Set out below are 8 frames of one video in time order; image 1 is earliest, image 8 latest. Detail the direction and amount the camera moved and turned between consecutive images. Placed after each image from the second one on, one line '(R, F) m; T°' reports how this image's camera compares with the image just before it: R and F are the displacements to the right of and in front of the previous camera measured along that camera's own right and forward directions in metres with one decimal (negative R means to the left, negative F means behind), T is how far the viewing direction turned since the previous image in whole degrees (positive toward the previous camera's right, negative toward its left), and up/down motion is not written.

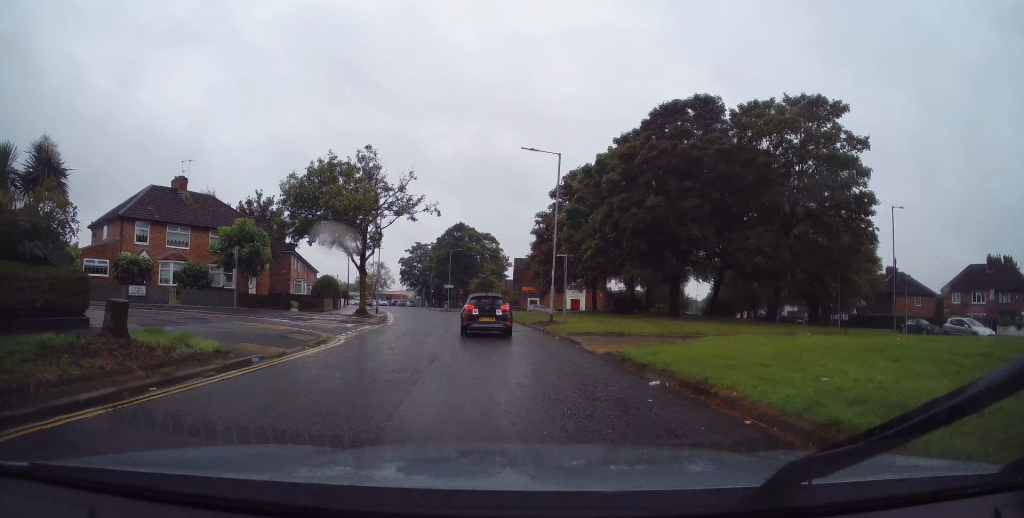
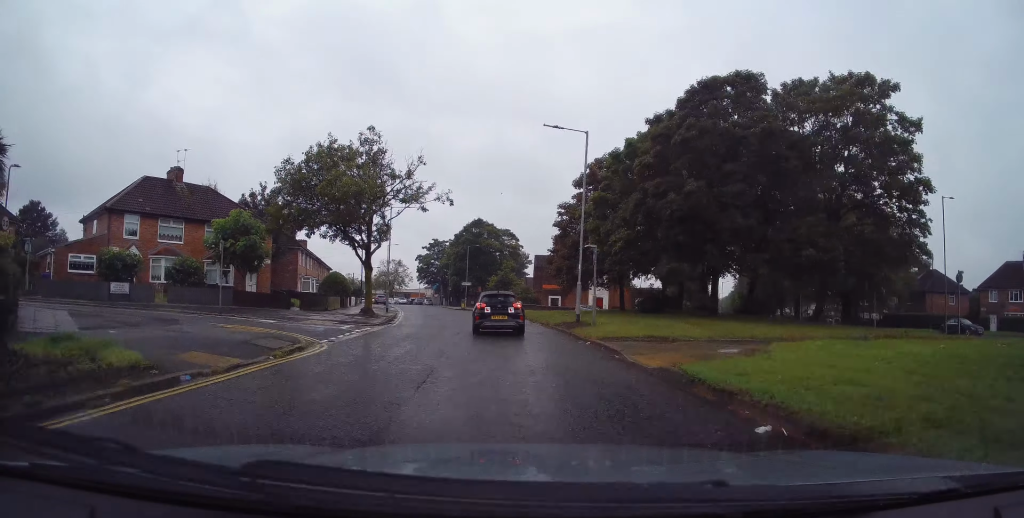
(0.0, +3.2) m; -1°
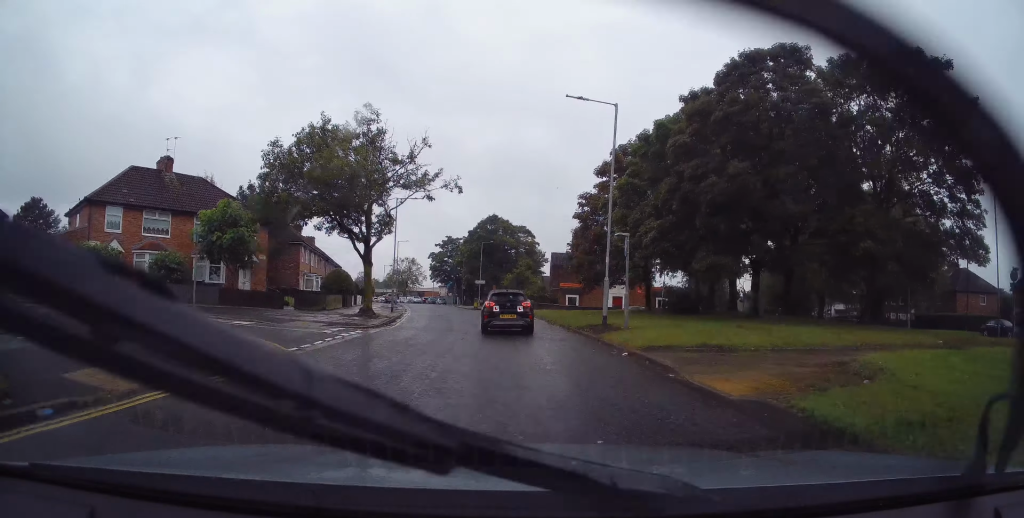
(0.0, +3.2) m; -1°
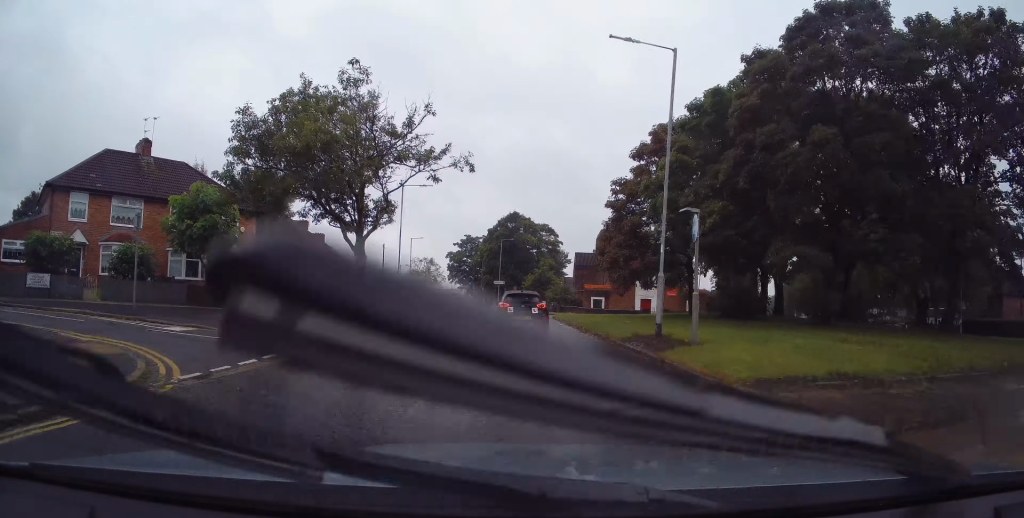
(-0.1, +4.7) m; -4°
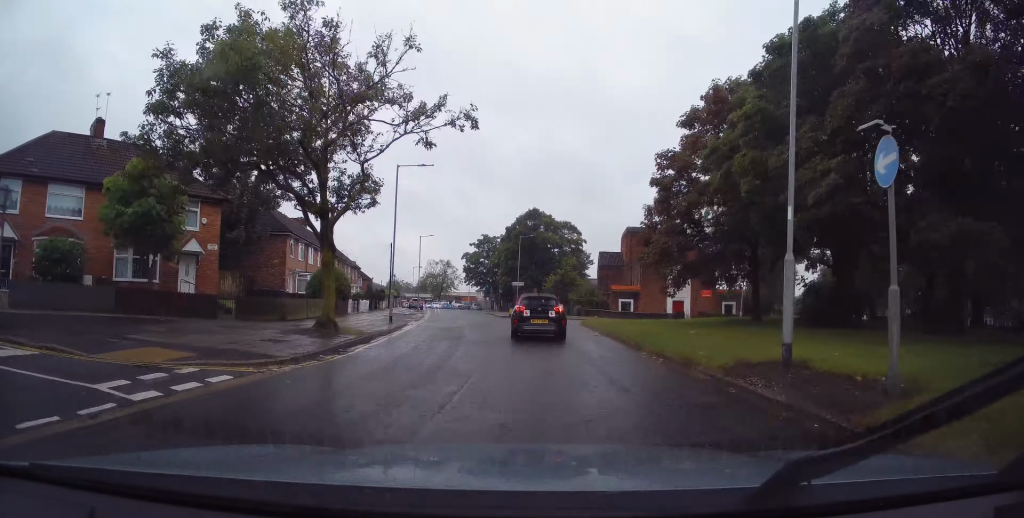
(-0.4, +6.0) m; 0°
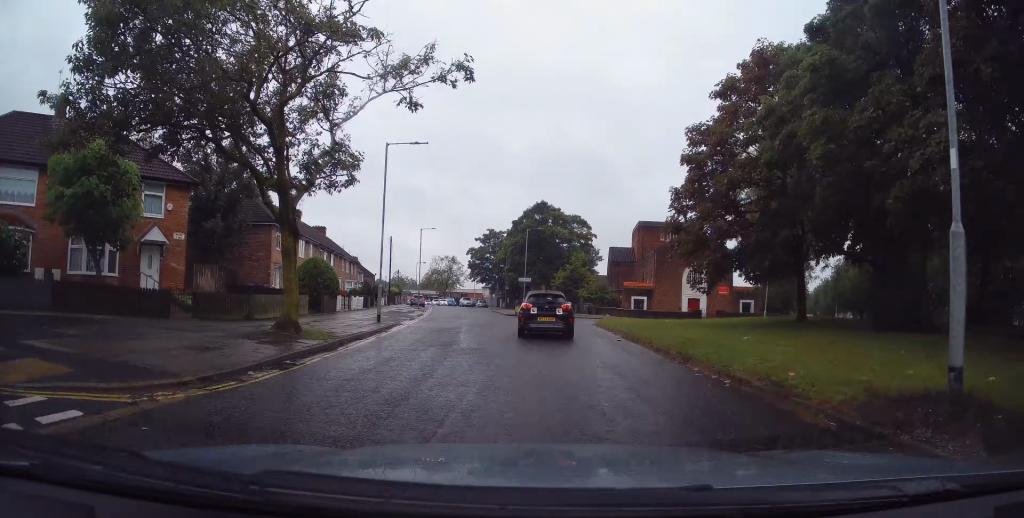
(0.0, +3.4) m; 0°
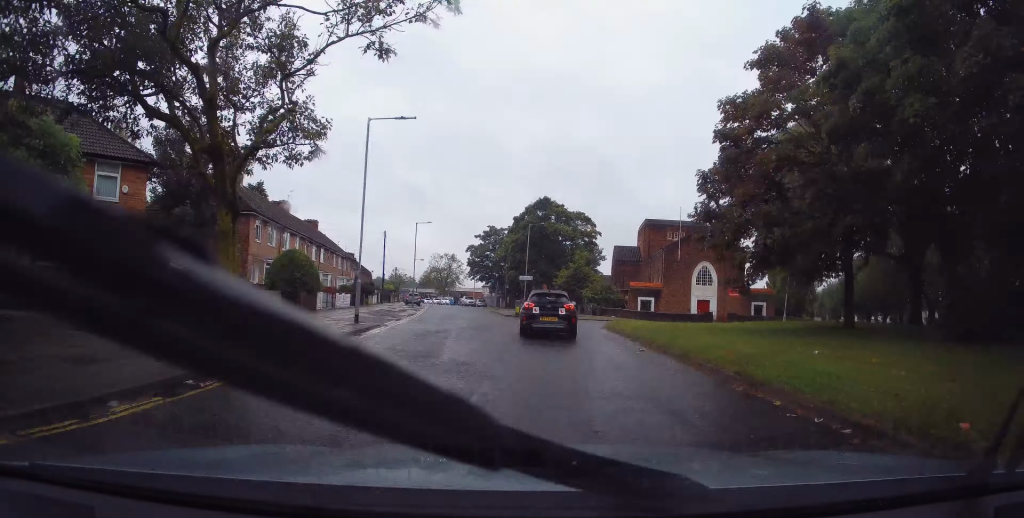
(+0.3, +3.2) m; 0°
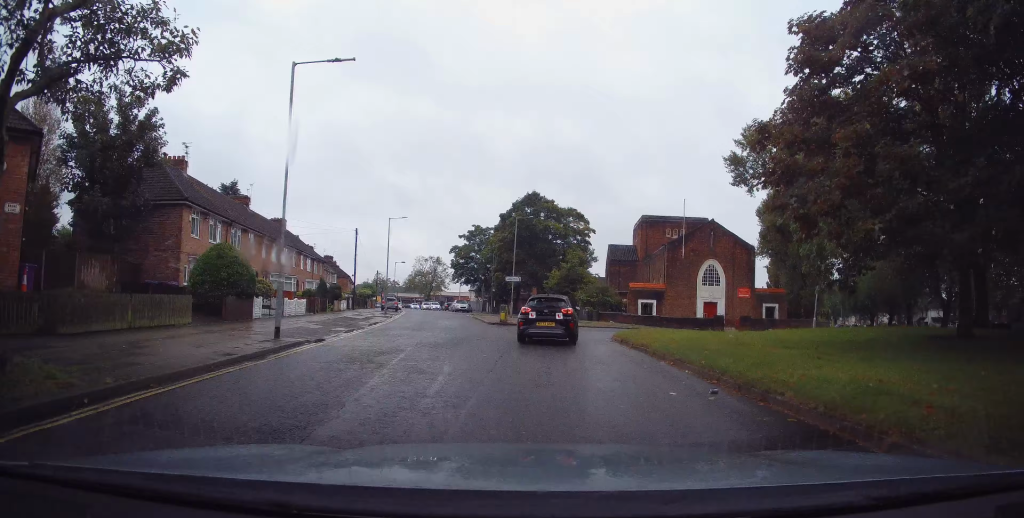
(-0.3, +5.9) m; 0°
